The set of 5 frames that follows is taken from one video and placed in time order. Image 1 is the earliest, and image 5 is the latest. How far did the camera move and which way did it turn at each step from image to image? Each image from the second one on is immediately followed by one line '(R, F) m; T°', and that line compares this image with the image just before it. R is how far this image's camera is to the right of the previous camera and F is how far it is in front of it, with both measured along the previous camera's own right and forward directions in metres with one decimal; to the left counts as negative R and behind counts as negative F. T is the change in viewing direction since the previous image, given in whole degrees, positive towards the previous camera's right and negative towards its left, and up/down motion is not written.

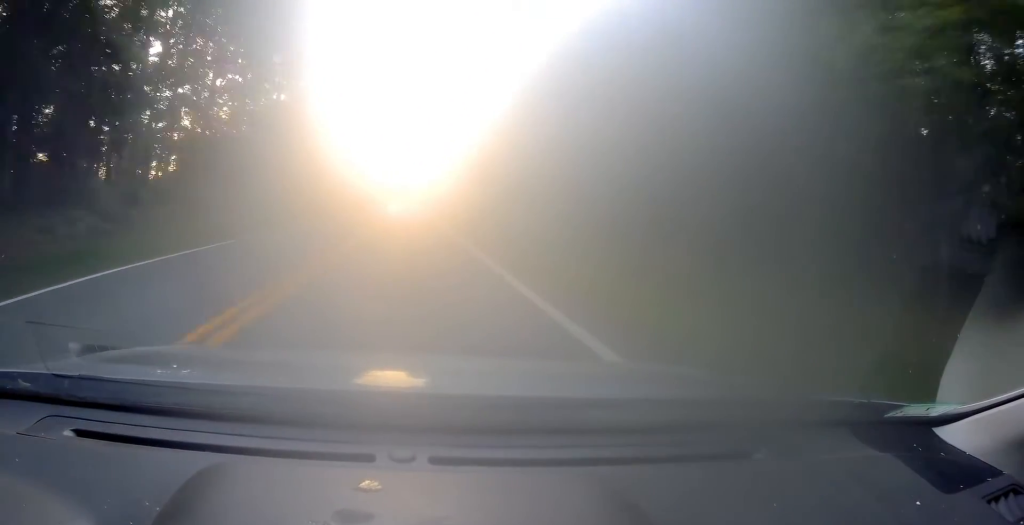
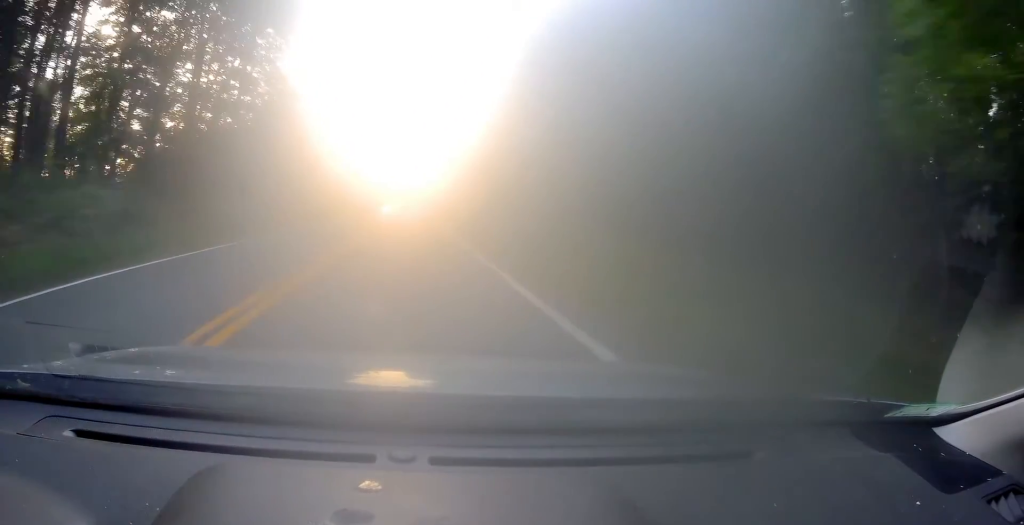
(+0.4, +11.8) m; 0°
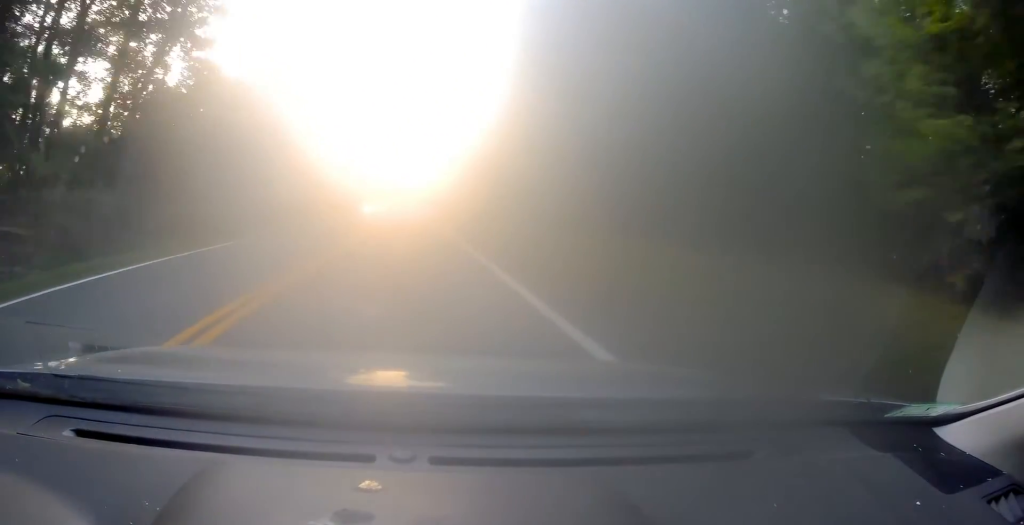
(-0.4, +17.2) m; -1°
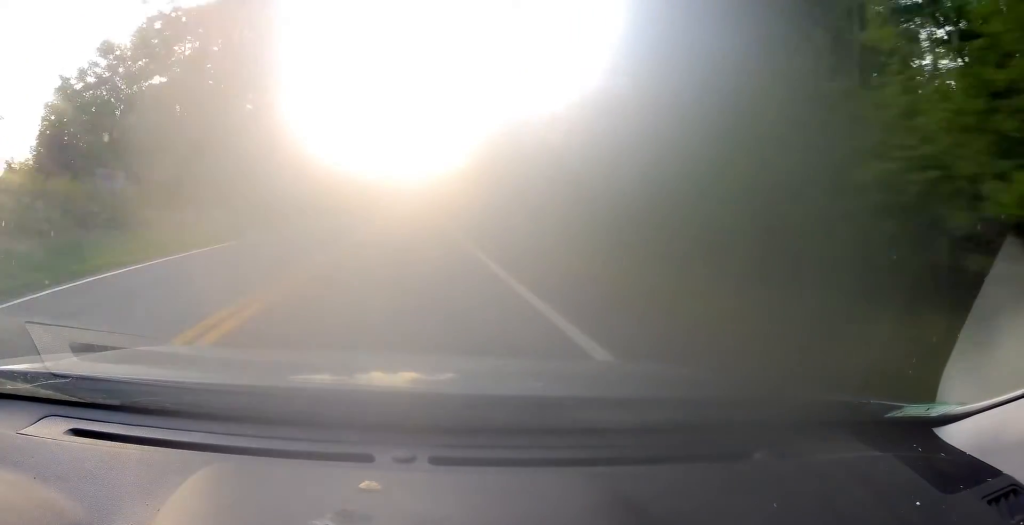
(+0.6, +39.1) m; +3°
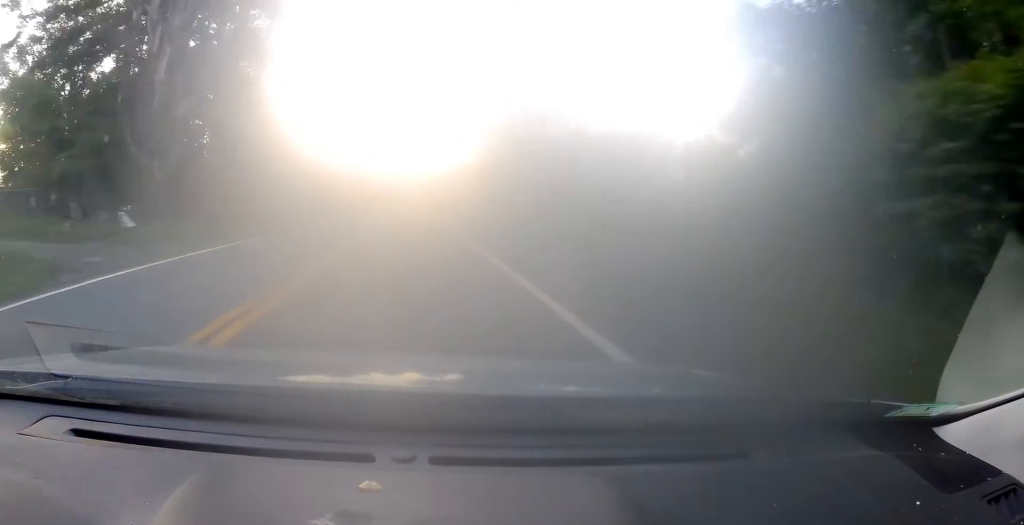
(+0.4, +12.6) m; +1°
